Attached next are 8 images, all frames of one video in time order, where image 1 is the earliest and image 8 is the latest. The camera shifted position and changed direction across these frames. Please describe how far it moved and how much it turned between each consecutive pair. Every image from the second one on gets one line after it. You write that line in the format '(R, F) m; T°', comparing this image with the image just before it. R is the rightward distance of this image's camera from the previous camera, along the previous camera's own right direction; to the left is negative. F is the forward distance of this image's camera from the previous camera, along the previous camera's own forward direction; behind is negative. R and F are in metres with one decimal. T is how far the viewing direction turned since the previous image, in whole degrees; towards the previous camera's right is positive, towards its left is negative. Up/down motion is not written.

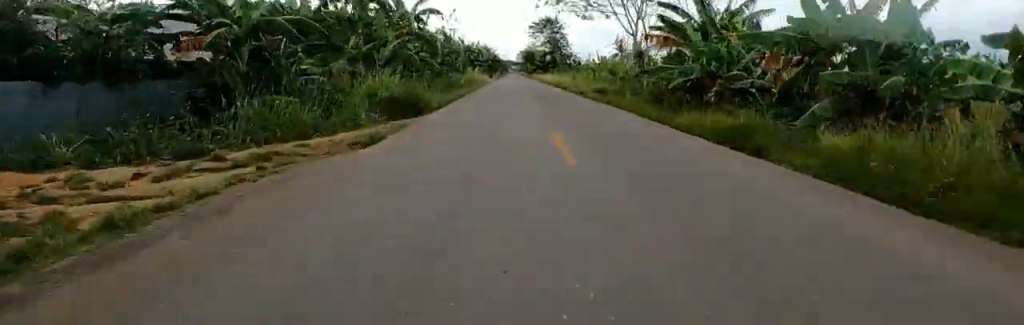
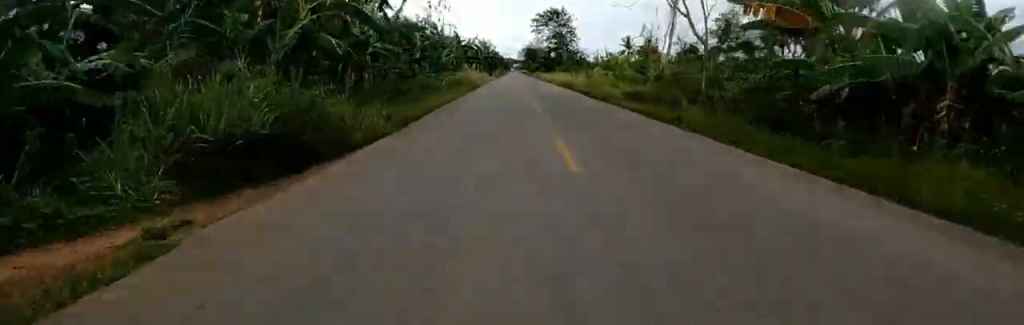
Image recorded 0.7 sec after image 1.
(0.0, +9.2) m; 0°
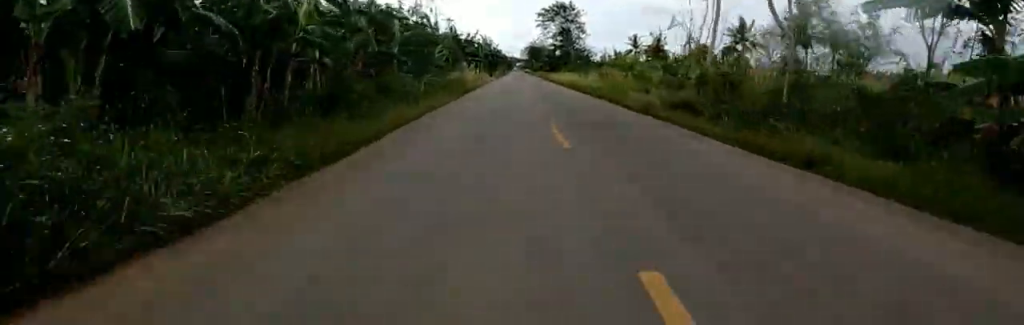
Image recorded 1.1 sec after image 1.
(0.0, +6.0) m; 0°
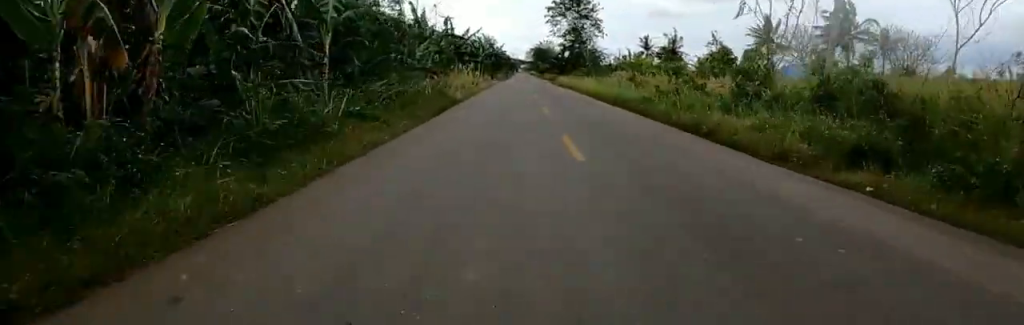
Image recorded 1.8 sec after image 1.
(0.0, +9.2) m; 0°
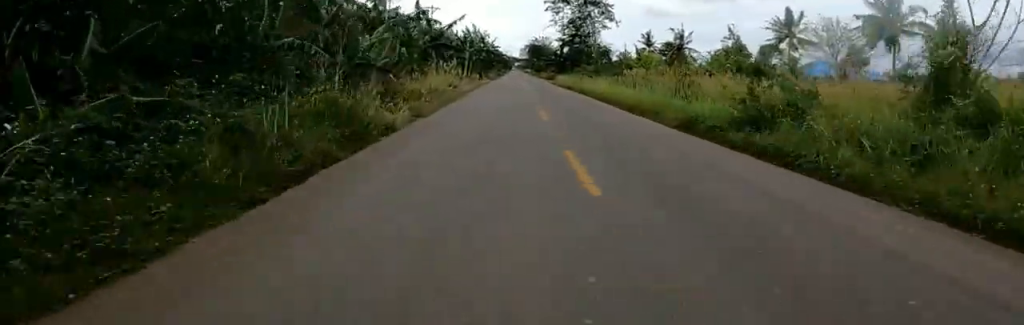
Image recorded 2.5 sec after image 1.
(0.0, +10.1) m; -1°
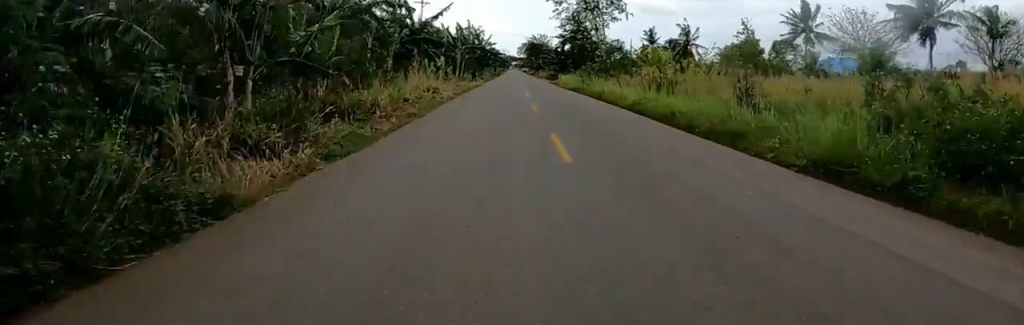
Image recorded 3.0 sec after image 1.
(0.0, +6.9) m; -1°
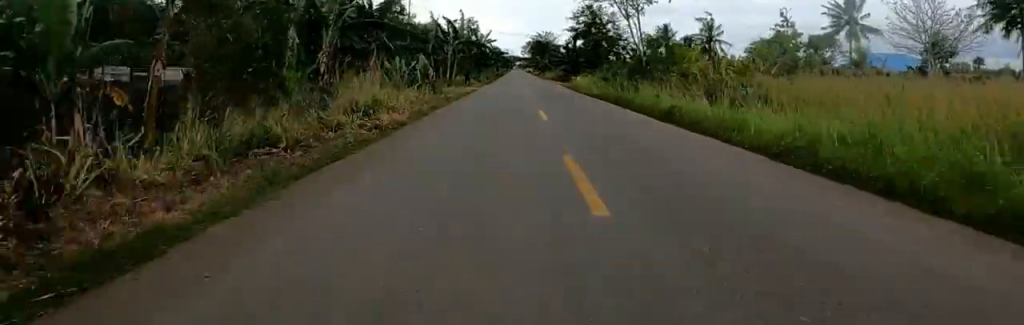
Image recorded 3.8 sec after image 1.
(-0.3, +10.6) m; 0°
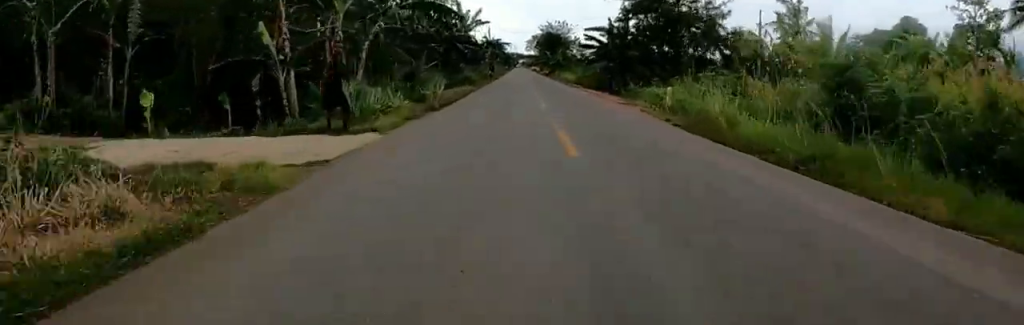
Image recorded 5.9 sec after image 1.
(-0.1, +29.3) m; -1°
